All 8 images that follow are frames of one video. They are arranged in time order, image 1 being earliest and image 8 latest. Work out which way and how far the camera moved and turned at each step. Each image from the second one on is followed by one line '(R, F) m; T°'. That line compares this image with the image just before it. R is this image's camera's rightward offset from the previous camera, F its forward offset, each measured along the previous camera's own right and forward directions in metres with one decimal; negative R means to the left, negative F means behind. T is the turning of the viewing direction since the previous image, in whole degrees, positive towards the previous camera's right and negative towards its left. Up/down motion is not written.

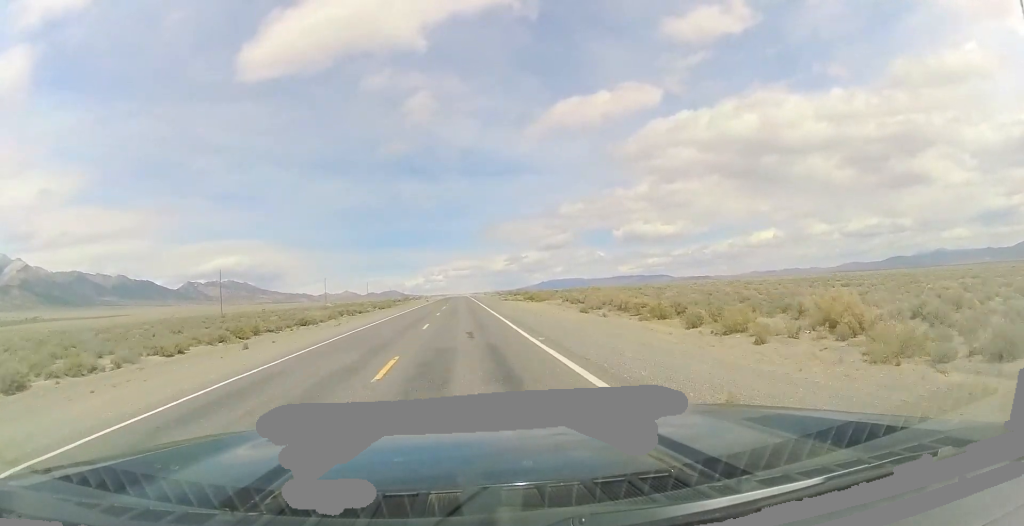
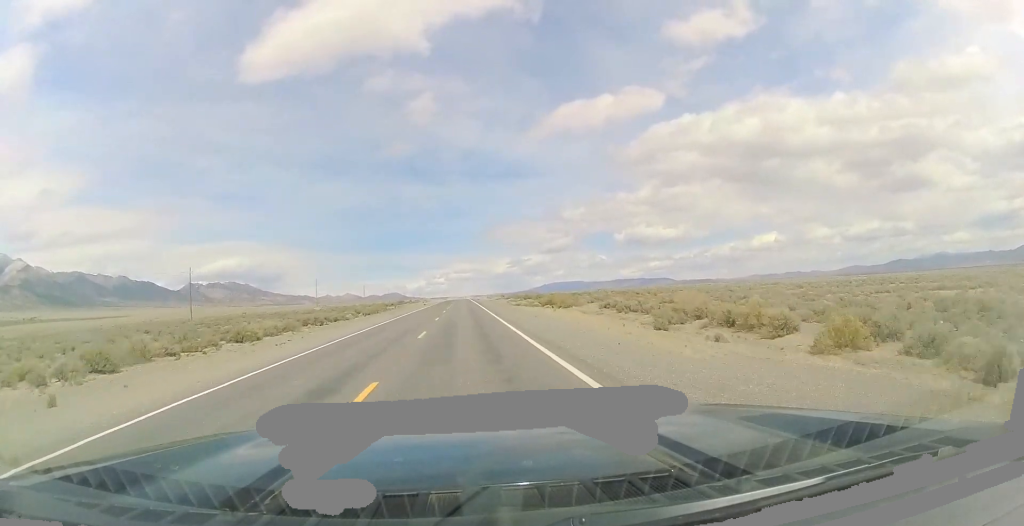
(-0.1, +17.2) m; -1°
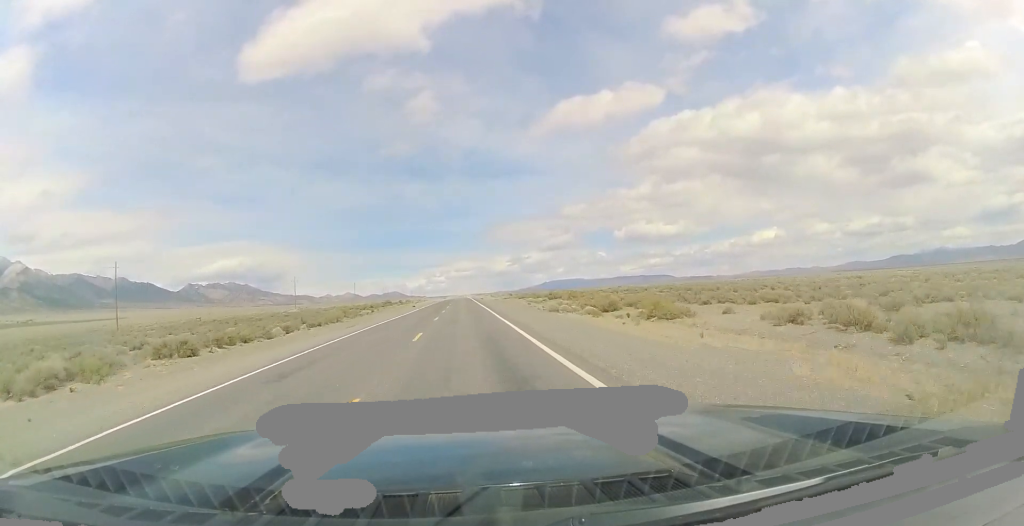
(-0.3, +30.6) m; -1°
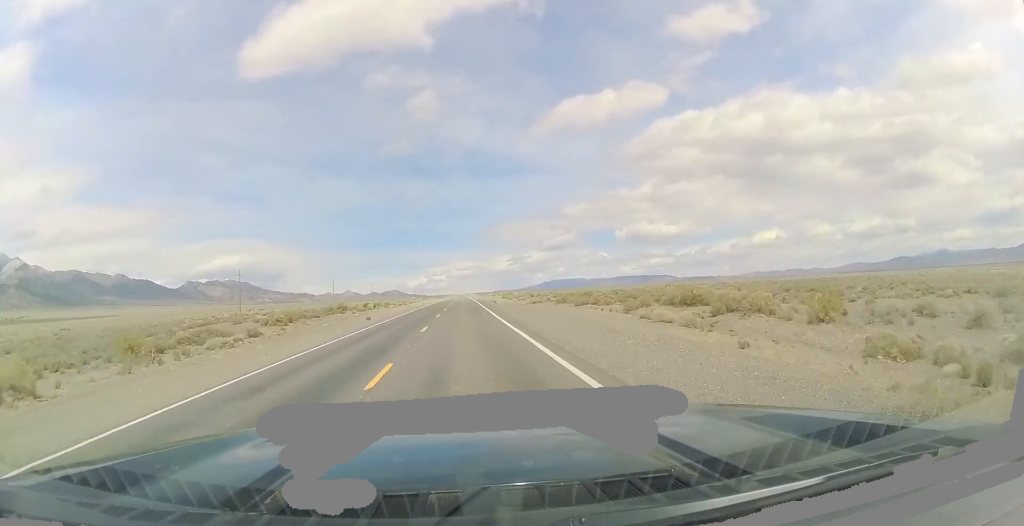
(-0.8, +49.9) m; -1°
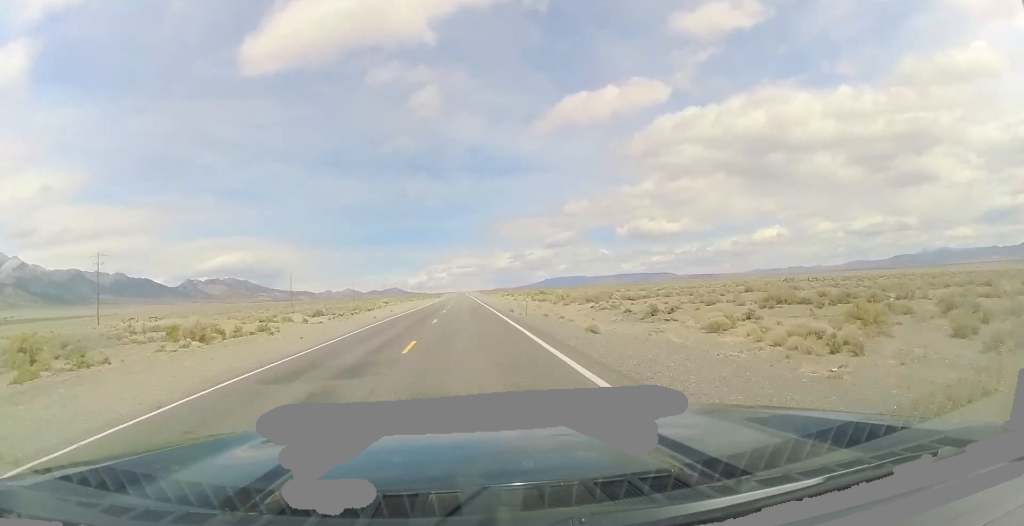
(0.0, +63.1) m; 0°
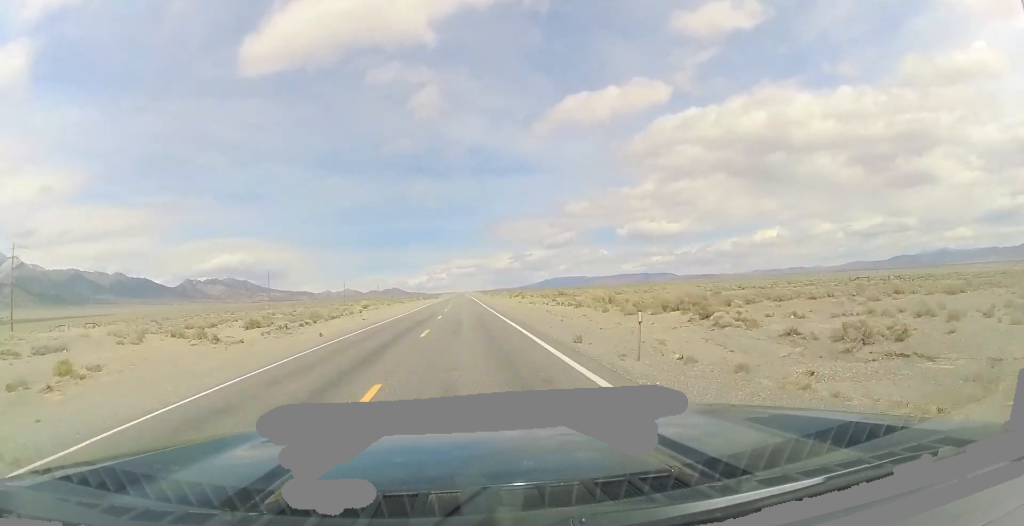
(-0.1, +21.8) m; 0°
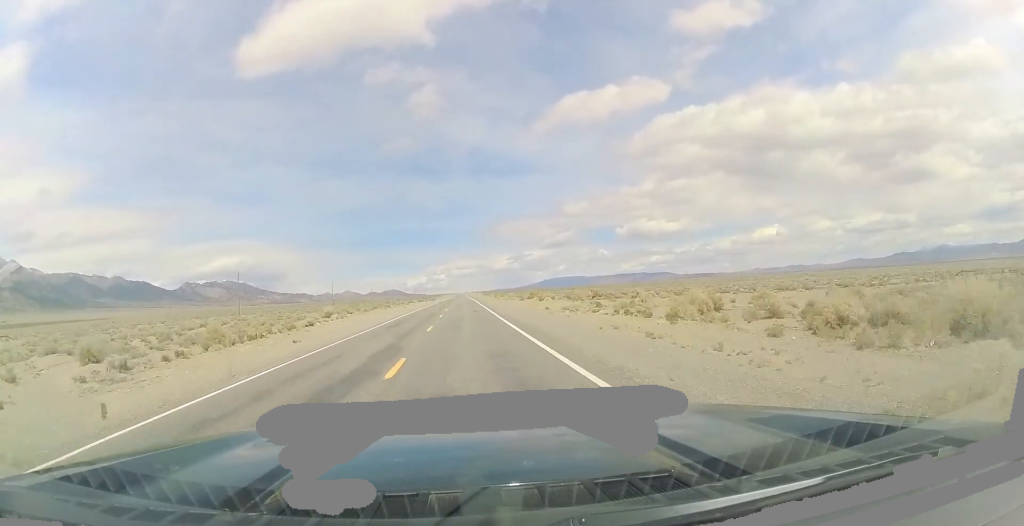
(-0.2, +23.1) m; +1°
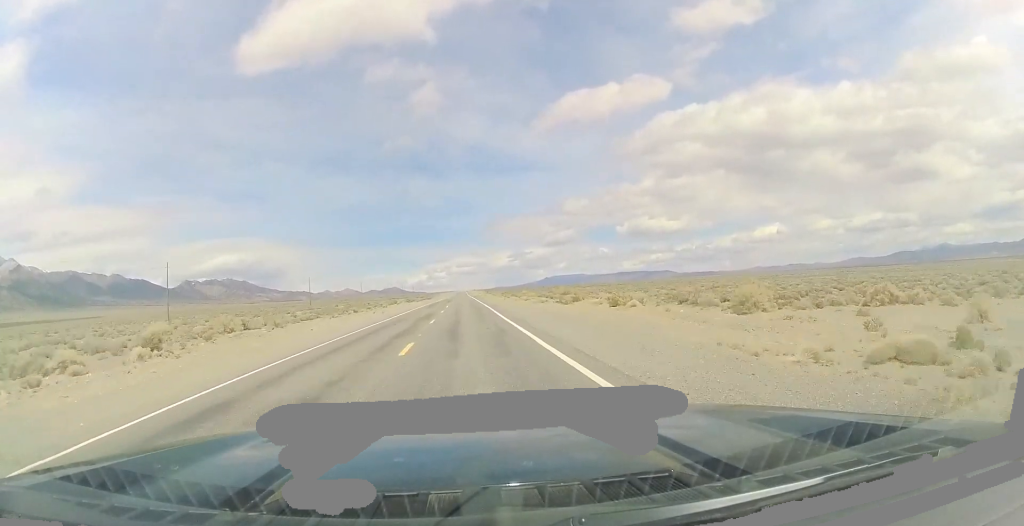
(+0.8, +37.6) m; +2°
